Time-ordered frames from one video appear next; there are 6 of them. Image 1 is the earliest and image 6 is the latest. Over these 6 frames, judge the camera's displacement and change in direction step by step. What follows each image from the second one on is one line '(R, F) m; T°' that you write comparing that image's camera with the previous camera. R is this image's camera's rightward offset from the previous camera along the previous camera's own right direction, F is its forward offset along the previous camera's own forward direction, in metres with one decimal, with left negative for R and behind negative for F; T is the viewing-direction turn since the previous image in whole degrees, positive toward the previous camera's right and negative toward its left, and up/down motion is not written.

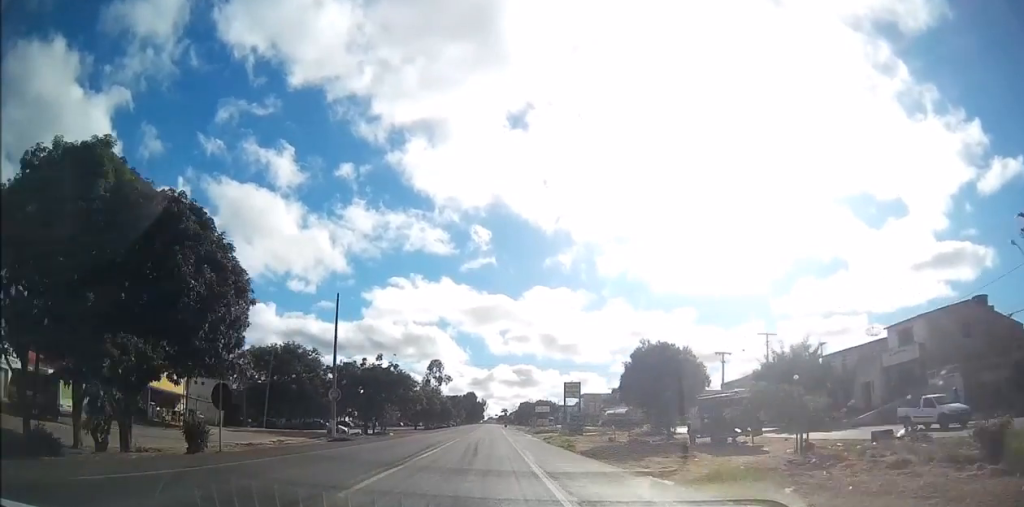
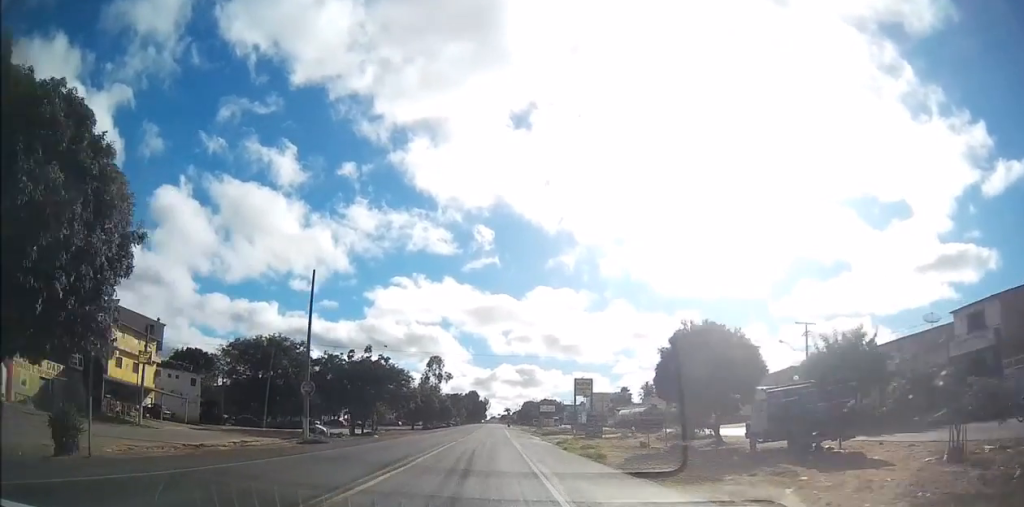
(0.0, +8.4) m; 0°
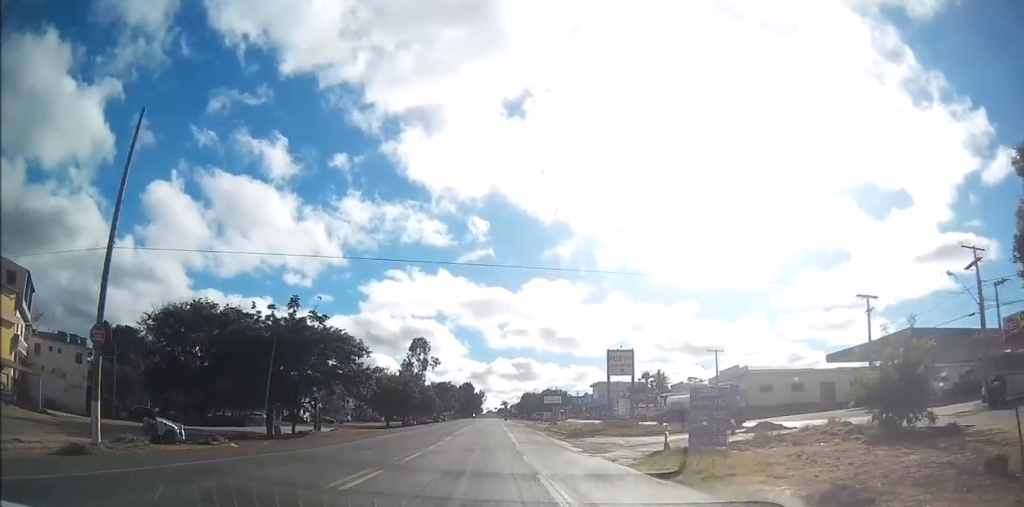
(-0.1, +28.4) m; 0°
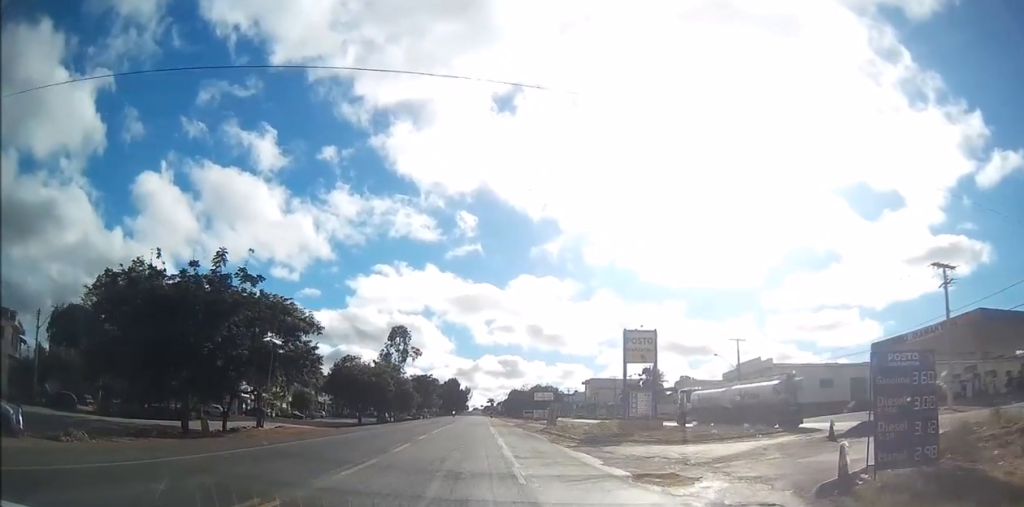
(+0.2, +15.0) m; +2°
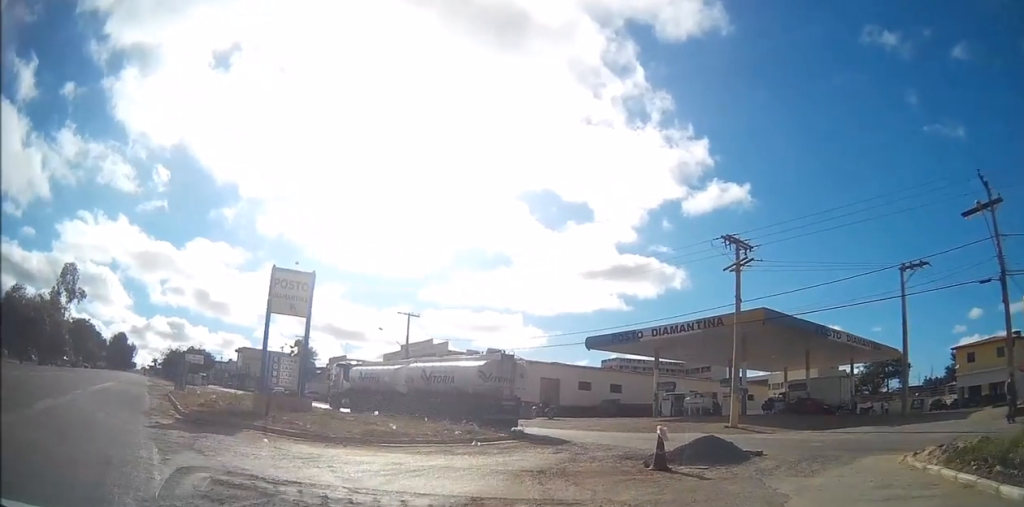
(+1.4, +14.6) m; +29°
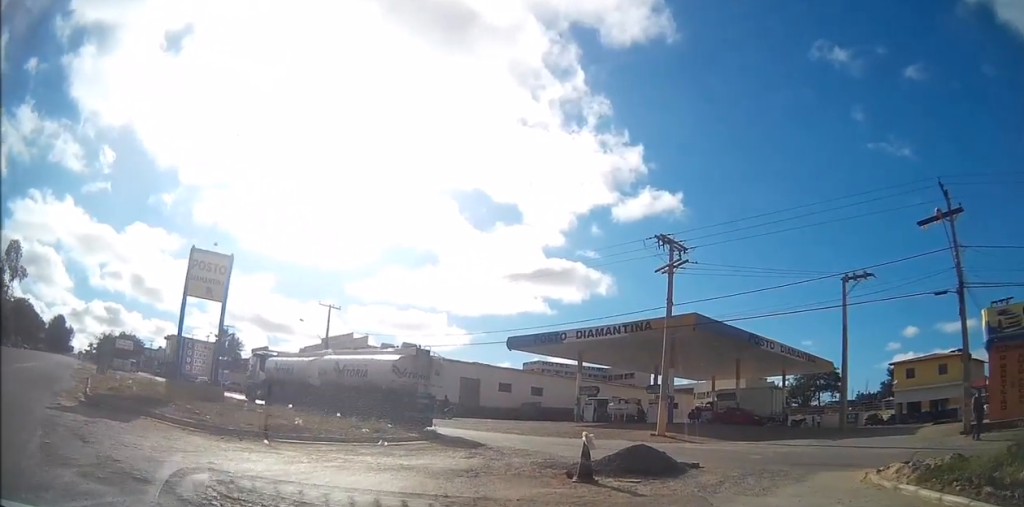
(+0.2, +1.3) m; +8°
